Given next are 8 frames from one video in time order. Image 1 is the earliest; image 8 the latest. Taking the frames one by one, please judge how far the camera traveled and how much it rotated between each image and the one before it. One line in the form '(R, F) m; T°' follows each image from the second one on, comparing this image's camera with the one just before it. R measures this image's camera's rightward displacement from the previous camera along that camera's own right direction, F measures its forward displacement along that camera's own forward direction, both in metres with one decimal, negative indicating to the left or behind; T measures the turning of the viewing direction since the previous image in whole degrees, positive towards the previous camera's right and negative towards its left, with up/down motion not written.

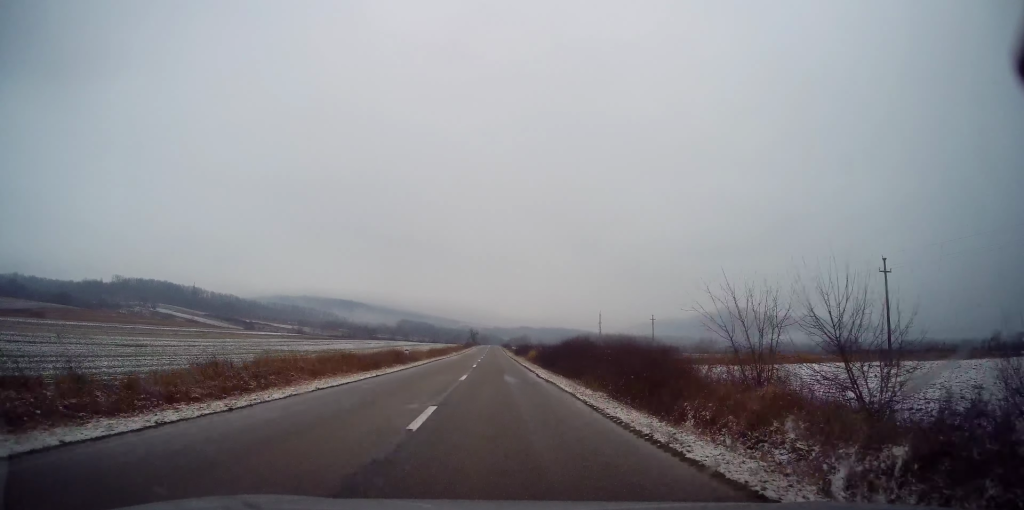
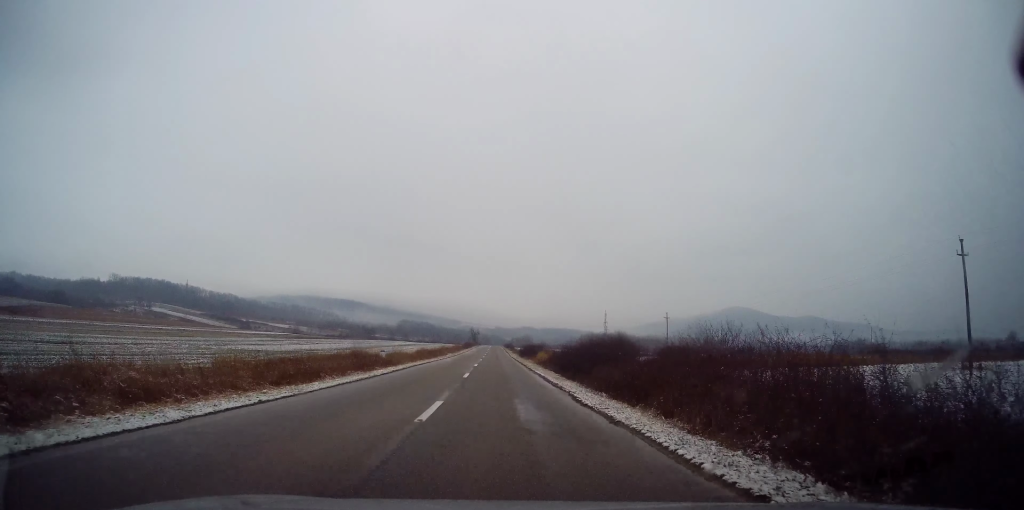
(-0.1, +10.7) m; 0°
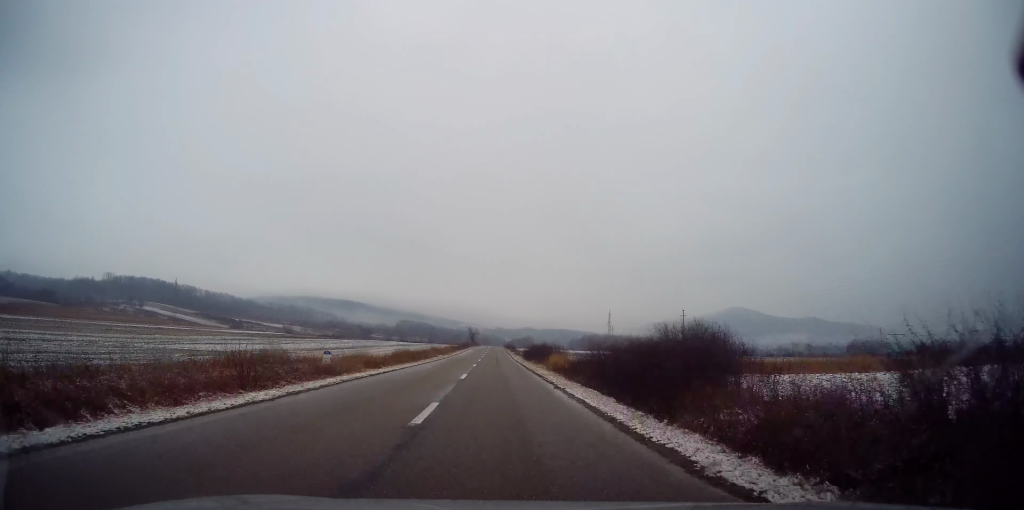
(0.0, +12.4) m; 0°
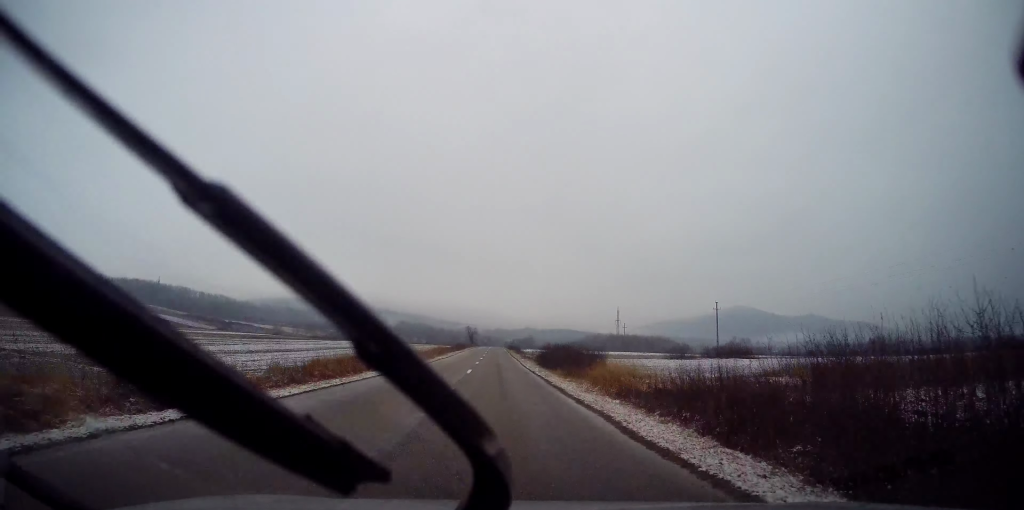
(-0.2, +18.9) m; 0°
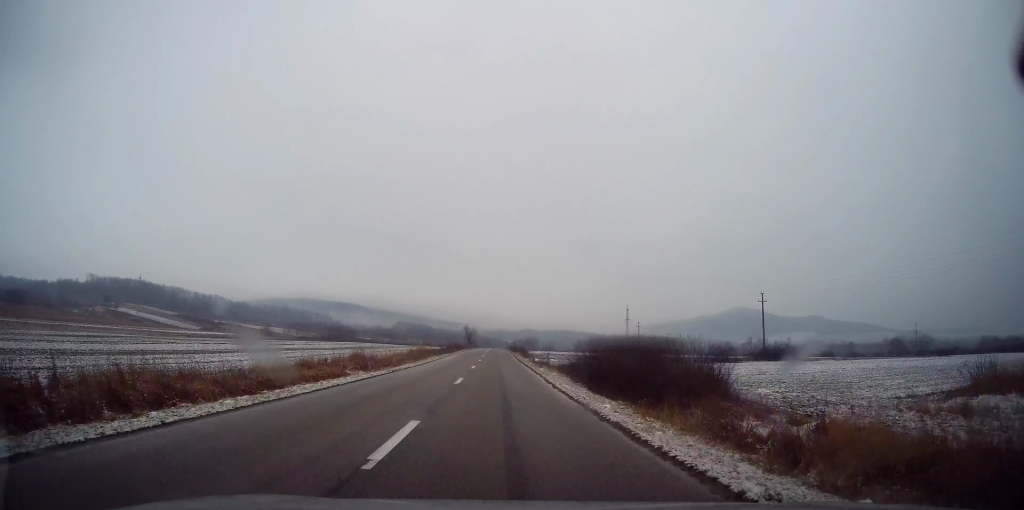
(+0.1, +18.8) m; 0°
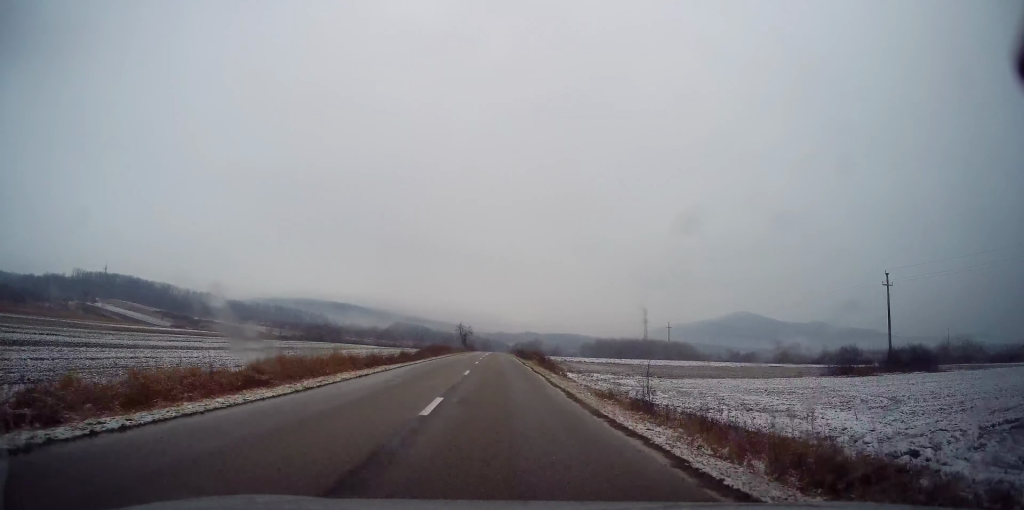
(-0.1, +30.9) m; 0°
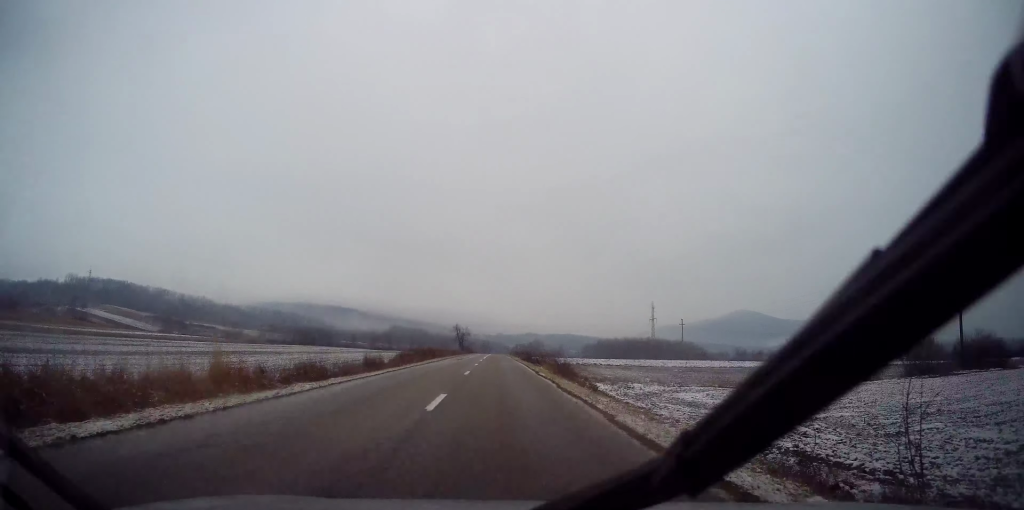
(0.0, +11.3) m; 0°
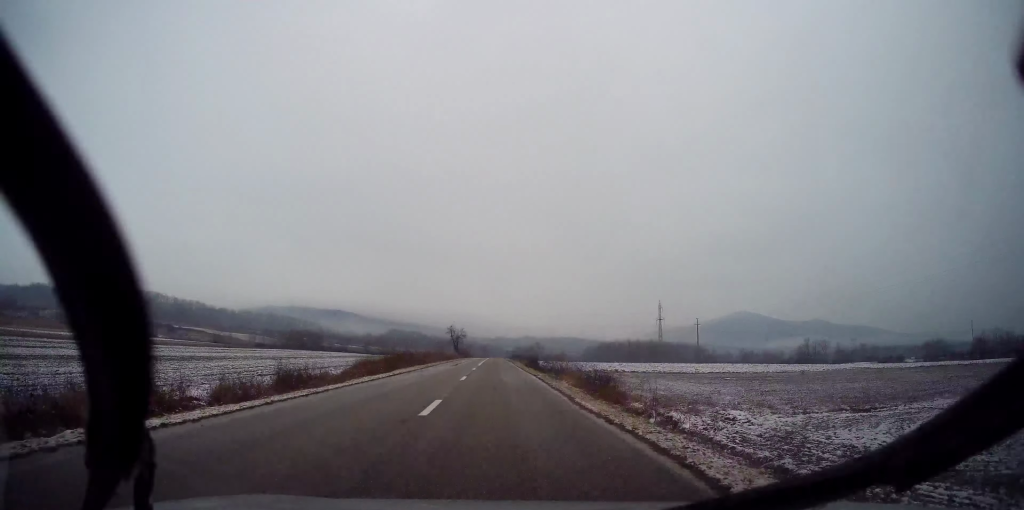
(+0.1, +12.0) m; 0°
